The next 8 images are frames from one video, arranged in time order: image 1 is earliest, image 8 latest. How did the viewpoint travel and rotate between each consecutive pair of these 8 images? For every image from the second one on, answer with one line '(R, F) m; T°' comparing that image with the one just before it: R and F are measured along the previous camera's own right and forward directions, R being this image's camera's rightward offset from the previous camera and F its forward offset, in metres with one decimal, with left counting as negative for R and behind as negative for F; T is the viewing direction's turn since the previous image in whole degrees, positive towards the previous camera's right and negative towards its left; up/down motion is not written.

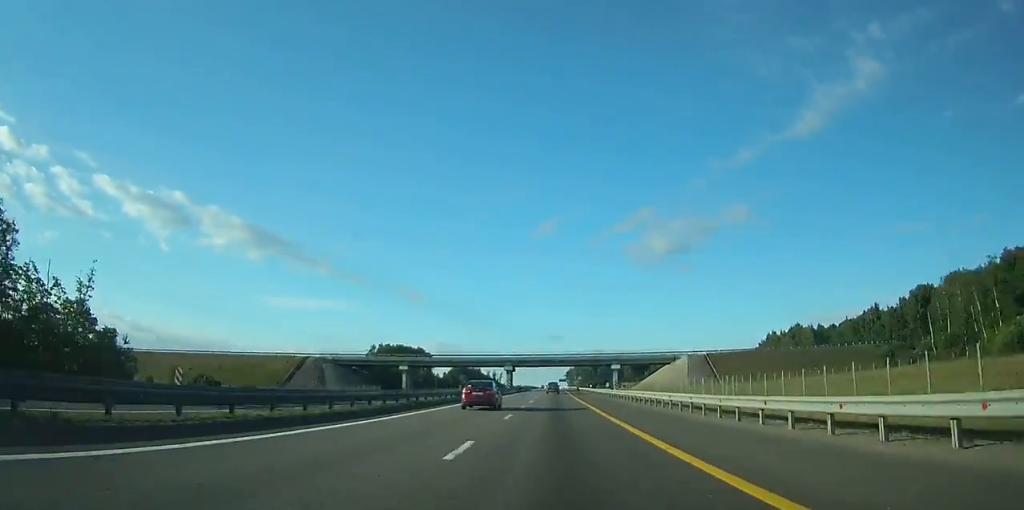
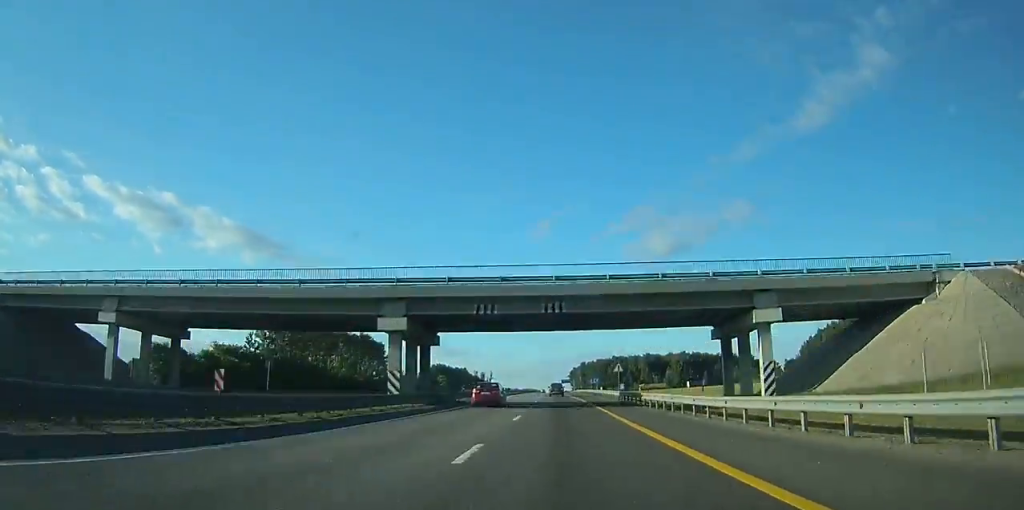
(+0.1, +88.1) m; 0°
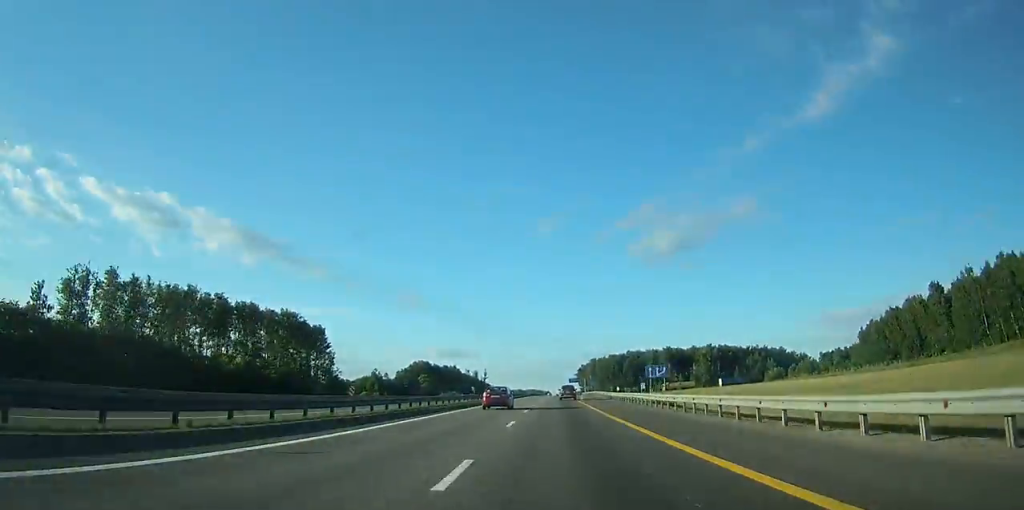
(-0.1, +63.6) m; 0°
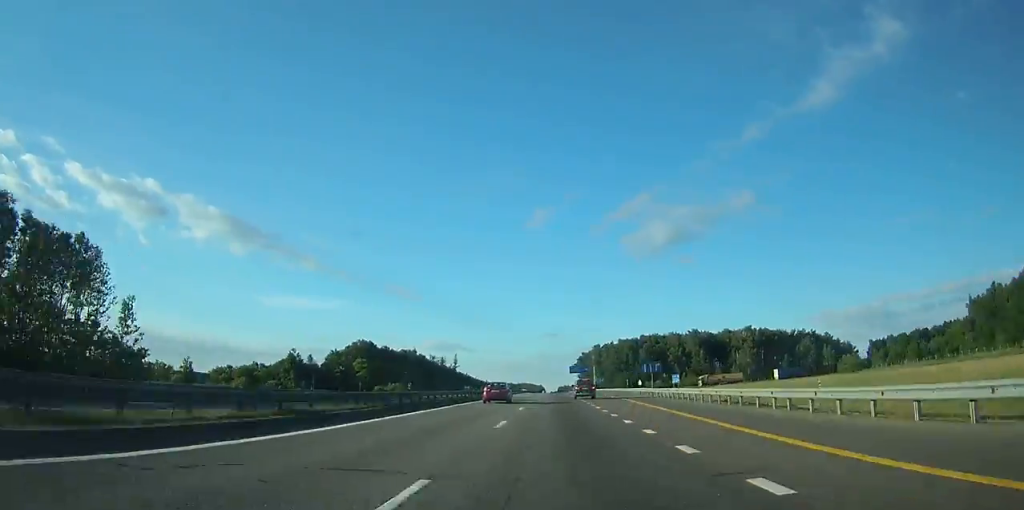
(0.0, +87.3) m; 0°
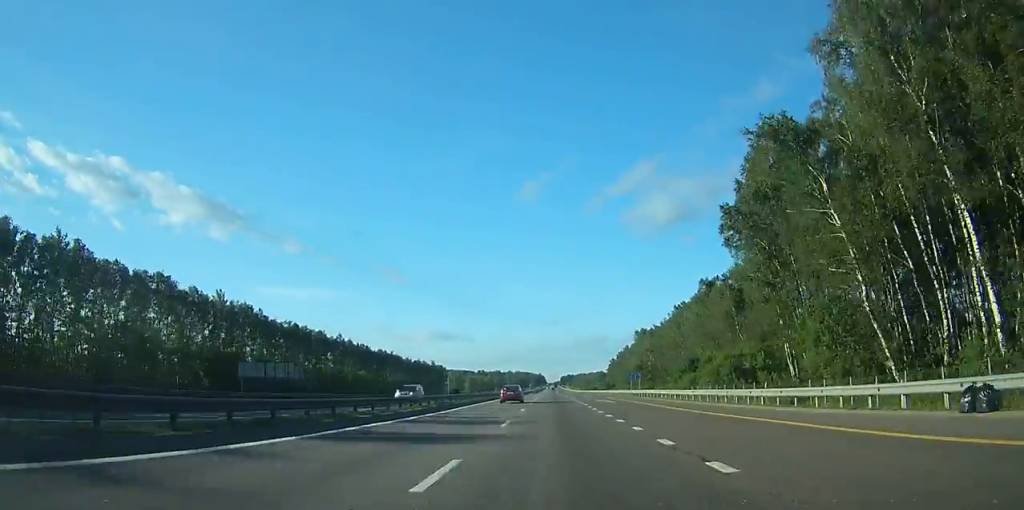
(-0.1, +280.1) m; 0°
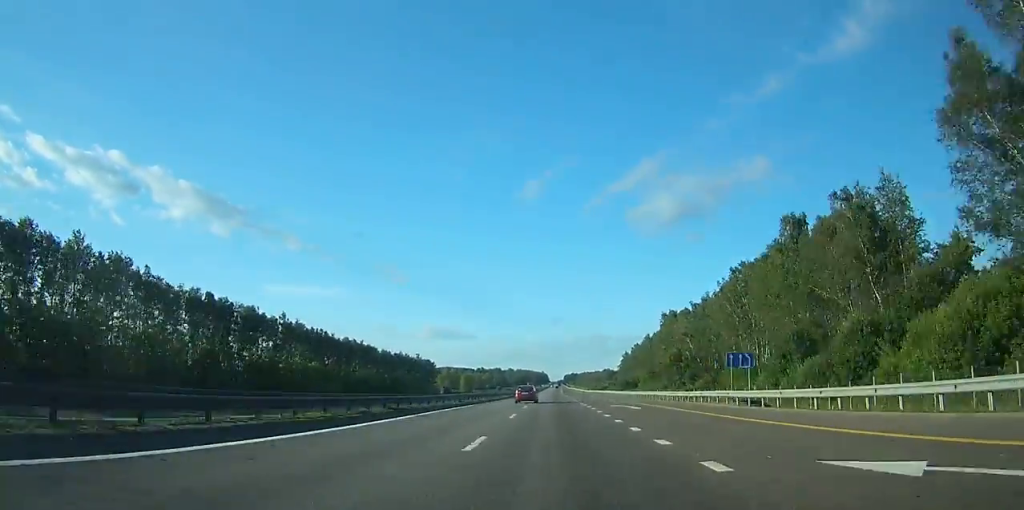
(0.0, +39.5) m; 0°
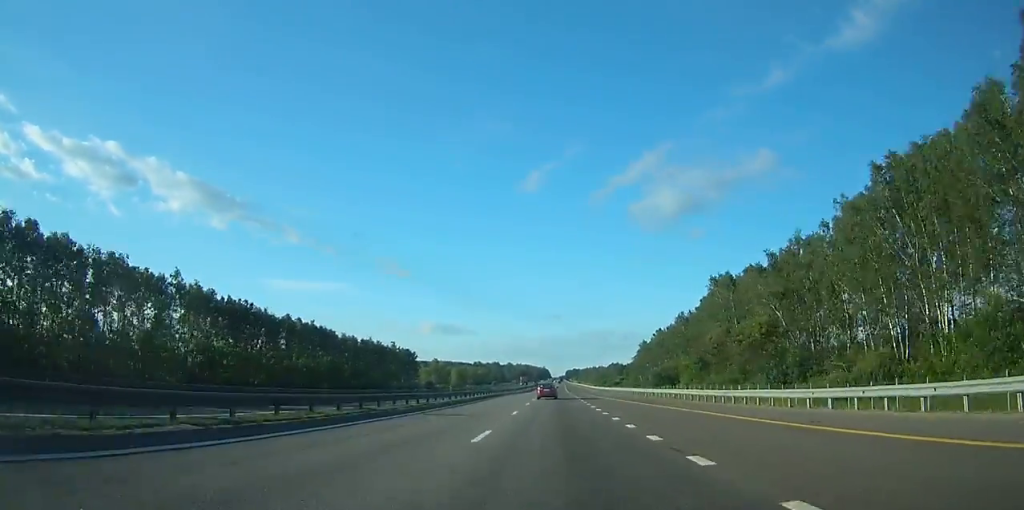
(-0.1, +45.7) m; 0°
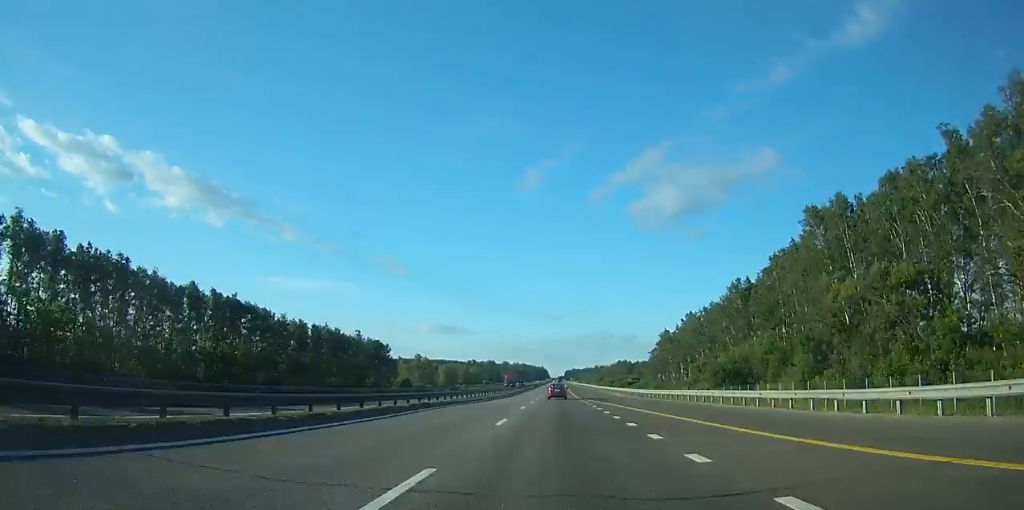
(0.0, +41.0) m; 0°
